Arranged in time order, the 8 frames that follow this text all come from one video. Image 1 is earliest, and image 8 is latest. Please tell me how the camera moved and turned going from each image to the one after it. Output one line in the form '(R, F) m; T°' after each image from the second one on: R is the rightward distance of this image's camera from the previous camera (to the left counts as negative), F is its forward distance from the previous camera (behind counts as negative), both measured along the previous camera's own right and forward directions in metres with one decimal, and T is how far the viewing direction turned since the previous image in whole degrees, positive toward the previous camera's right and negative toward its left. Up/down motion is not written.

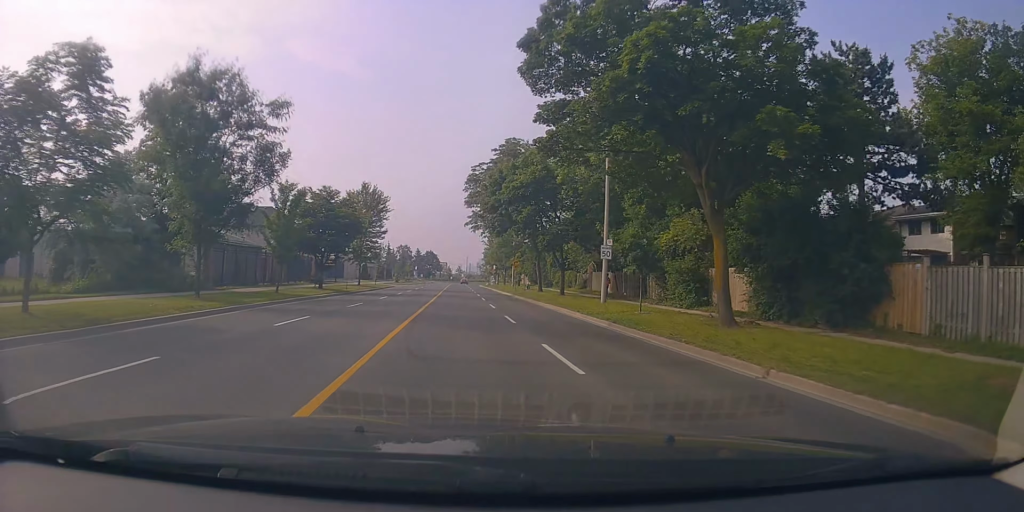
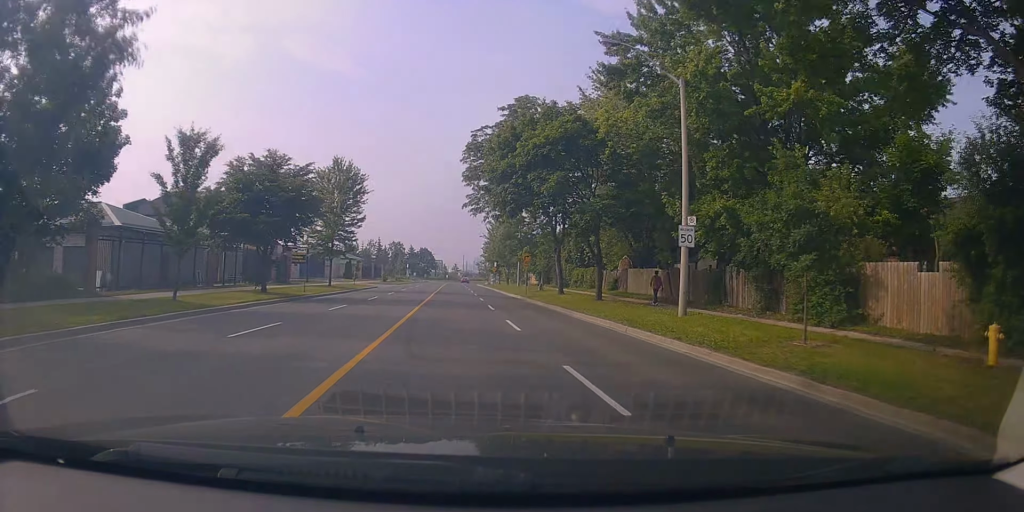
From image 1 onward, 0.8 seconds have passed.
(+0.2, +12.0) m; 0°
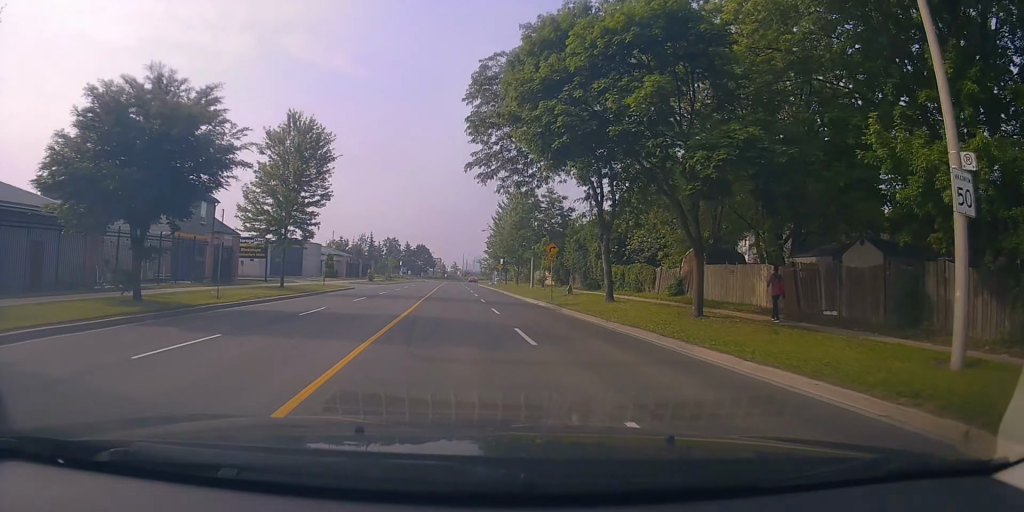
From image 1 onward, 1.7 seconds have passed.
(-0.2, +12.8) m; 0°
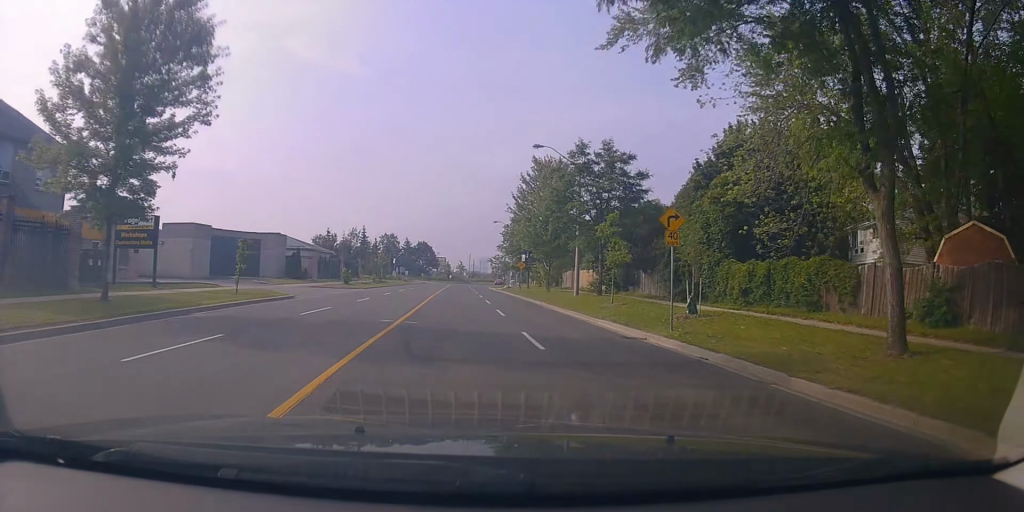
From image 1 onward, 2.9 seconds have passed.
(+0.1, +18.5) m; 0°
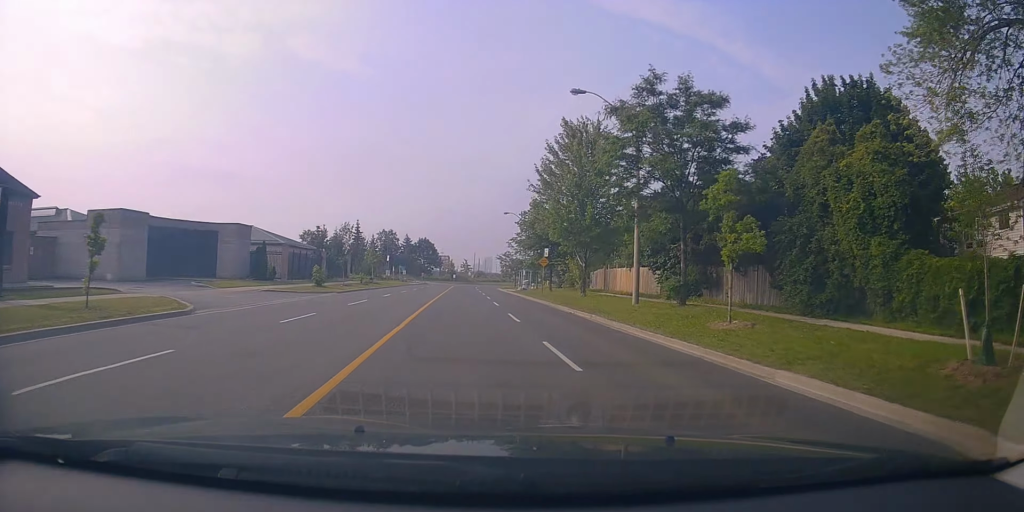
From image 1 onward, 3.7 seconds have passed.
(-0.1, +11.5) m; 0°
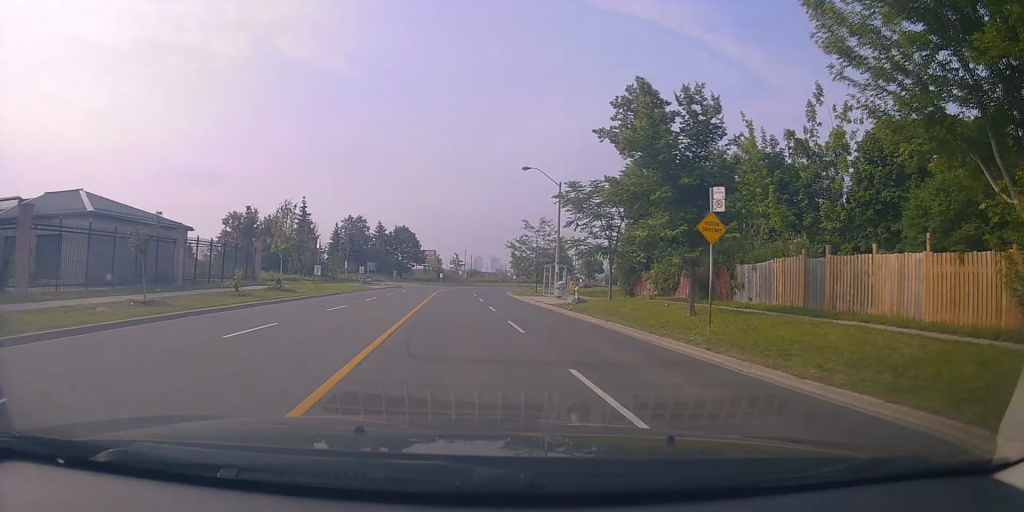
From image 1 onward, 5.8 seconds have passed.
(-0.1, +30.1) m; 0°
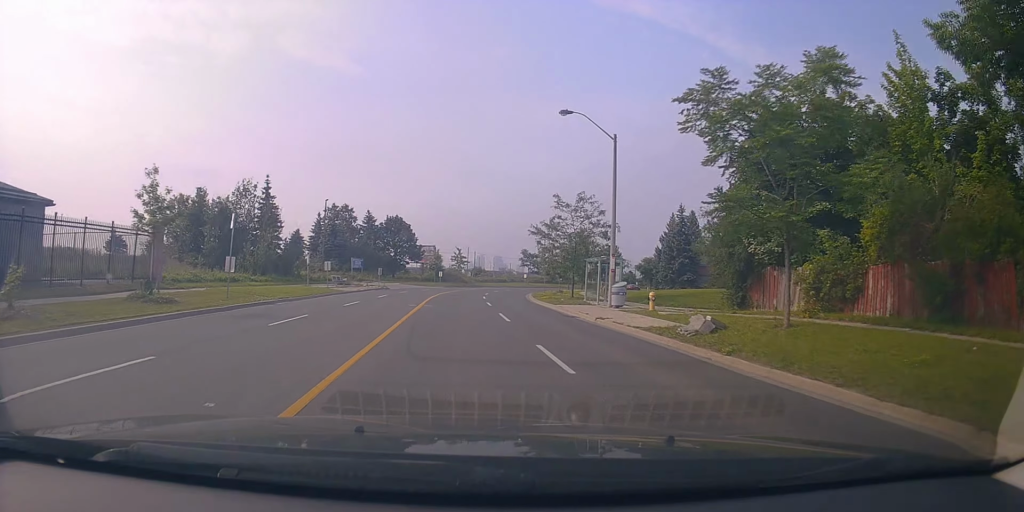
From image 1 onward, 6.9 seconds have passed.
(+0.1, +15.3) m; 0°
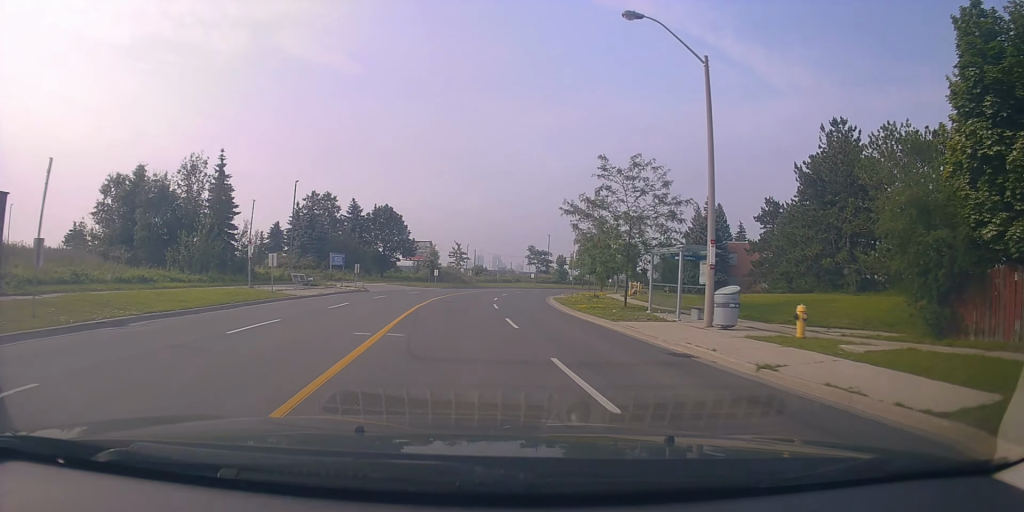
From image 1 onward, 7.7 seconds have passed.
(+0.1, +11.8) m; 0°
